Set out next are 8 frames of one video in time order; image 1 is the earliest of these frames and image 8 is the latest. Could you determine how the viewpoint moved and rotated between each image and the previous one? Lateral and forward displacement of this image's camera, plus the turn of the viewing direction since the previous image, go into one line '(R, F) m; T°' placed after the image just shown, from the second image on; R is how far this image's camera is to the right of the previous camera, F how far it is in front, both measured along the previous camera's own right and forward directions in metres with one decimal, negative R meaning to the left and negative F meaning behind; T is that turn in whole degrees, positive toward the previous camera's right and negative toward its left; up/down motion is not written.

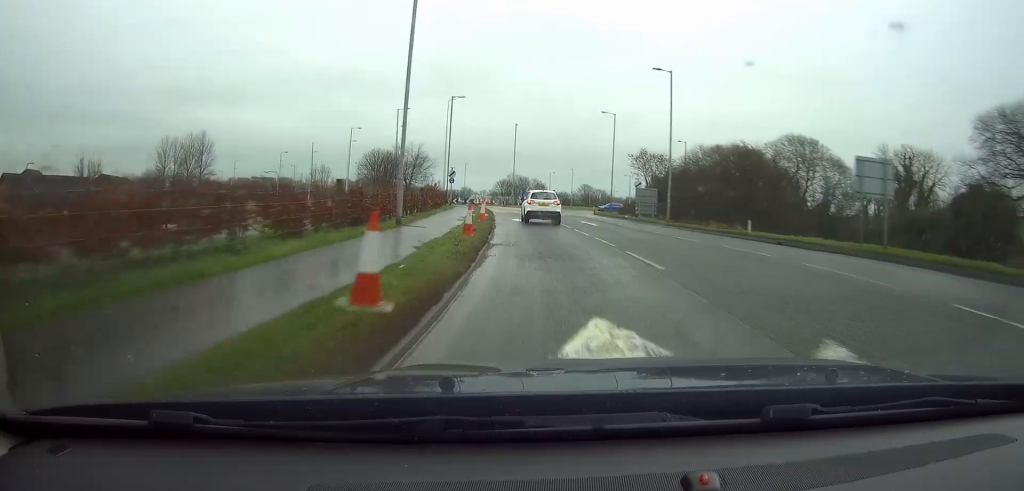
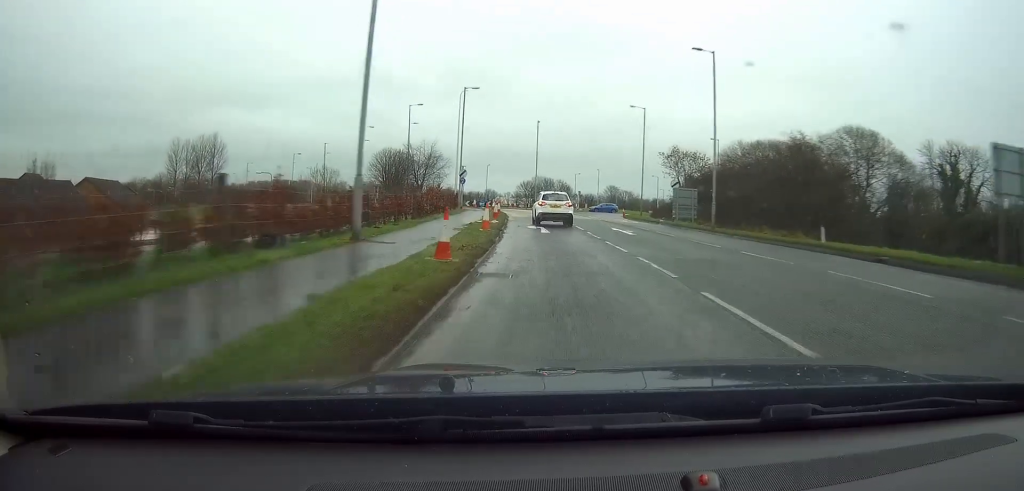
(-0.1, +6.8) m; -1°
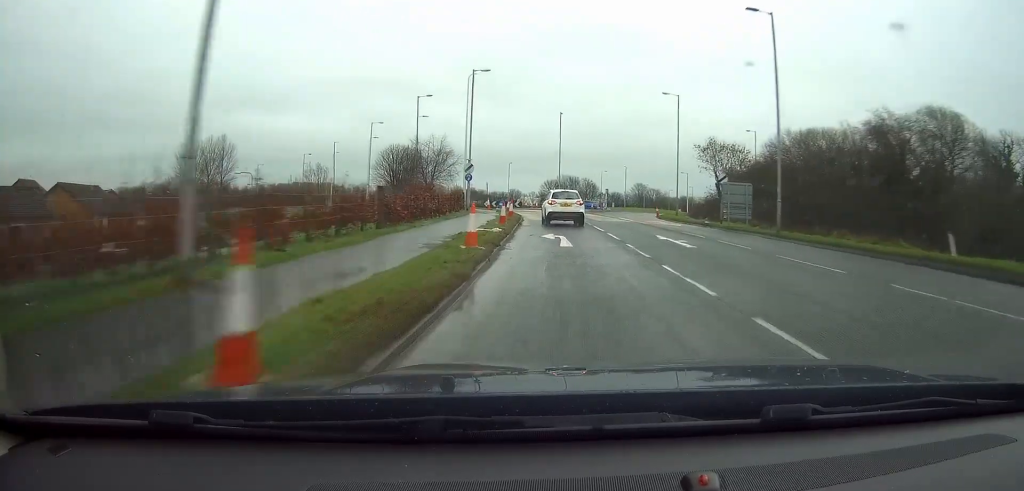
(-0.1, +7.9) m; 0°
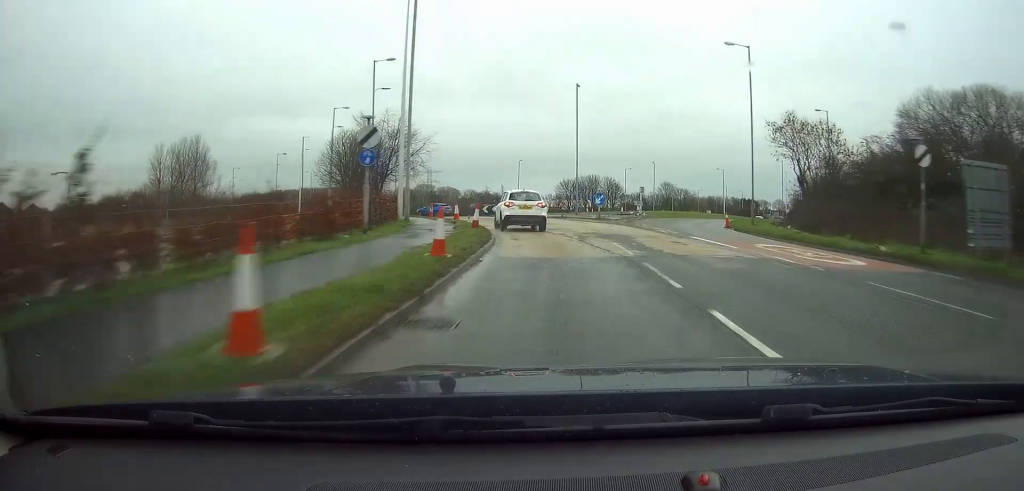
(-0.4, +22.1) m; -3°
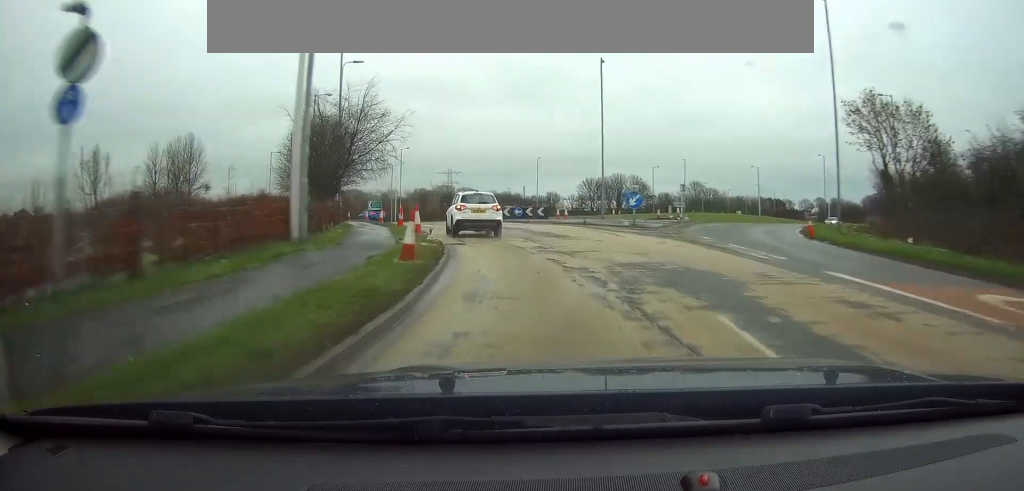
(-0.4, +11.9) m; -5°
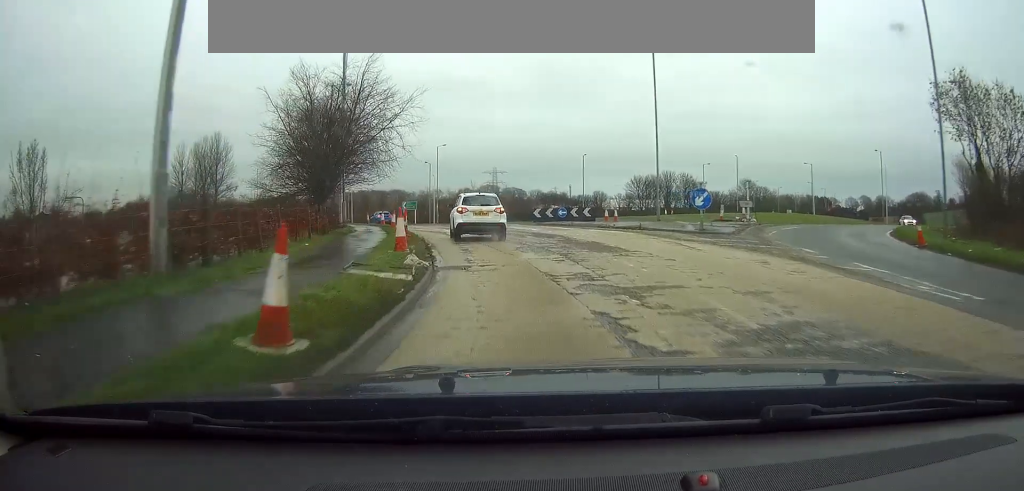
(-0.2, +6.8) m; -4°
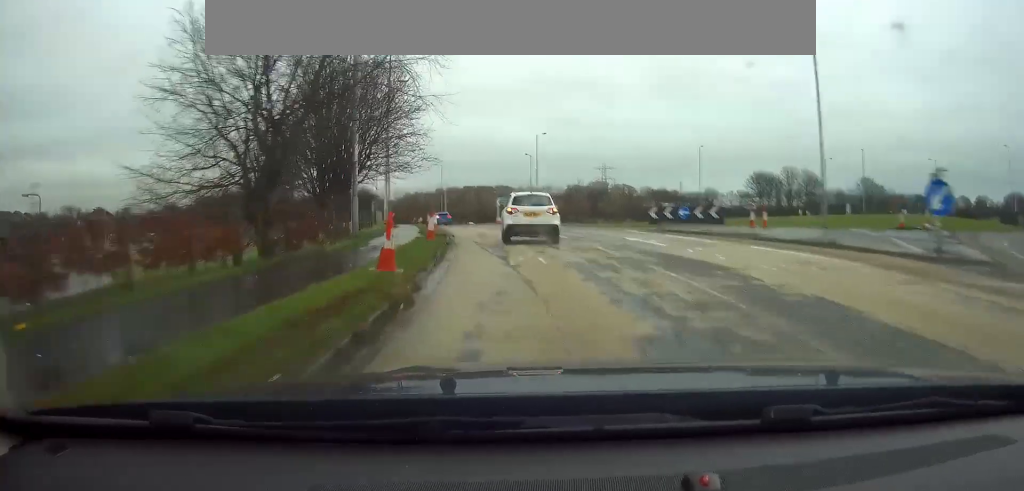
(-0.8, +12.9) m; -7°
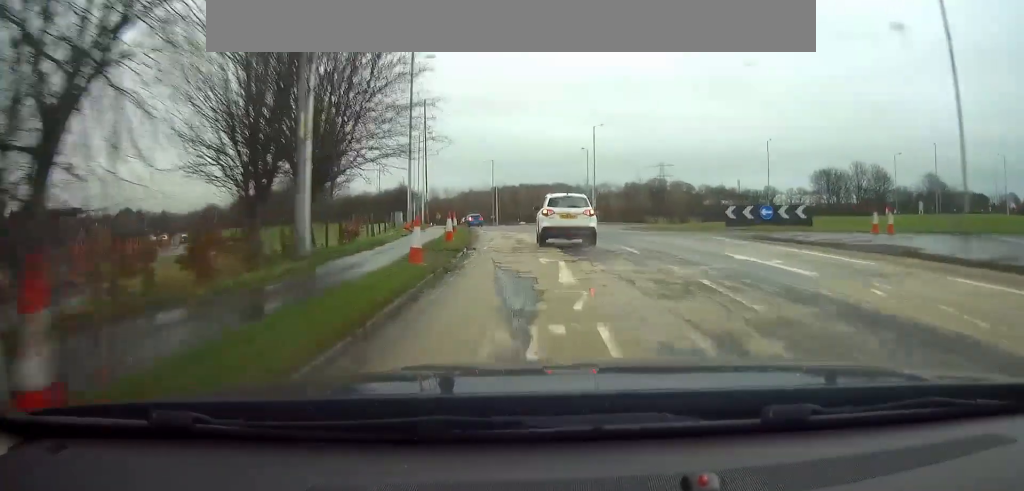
(-0.4, +8.6) m; -3°
